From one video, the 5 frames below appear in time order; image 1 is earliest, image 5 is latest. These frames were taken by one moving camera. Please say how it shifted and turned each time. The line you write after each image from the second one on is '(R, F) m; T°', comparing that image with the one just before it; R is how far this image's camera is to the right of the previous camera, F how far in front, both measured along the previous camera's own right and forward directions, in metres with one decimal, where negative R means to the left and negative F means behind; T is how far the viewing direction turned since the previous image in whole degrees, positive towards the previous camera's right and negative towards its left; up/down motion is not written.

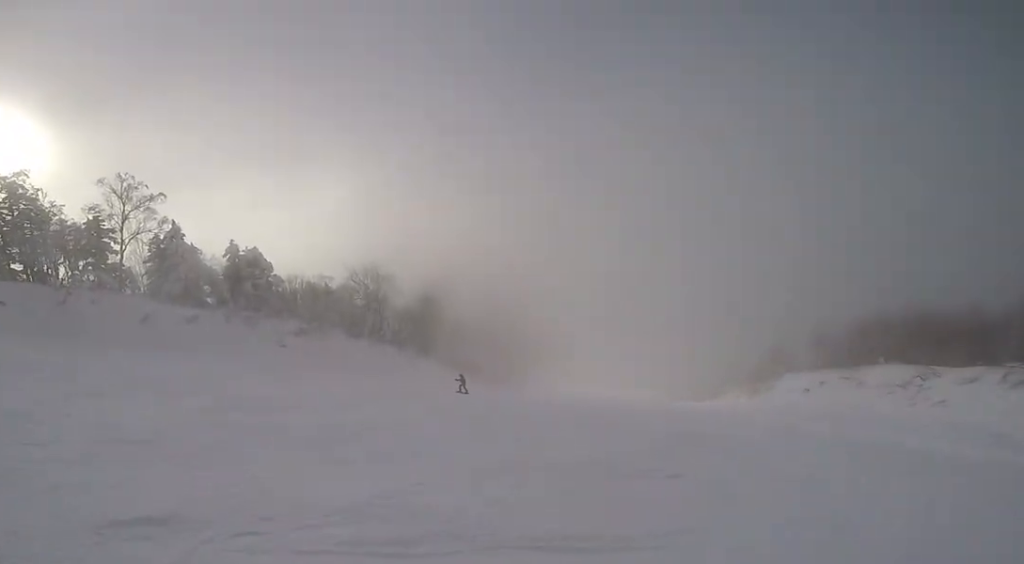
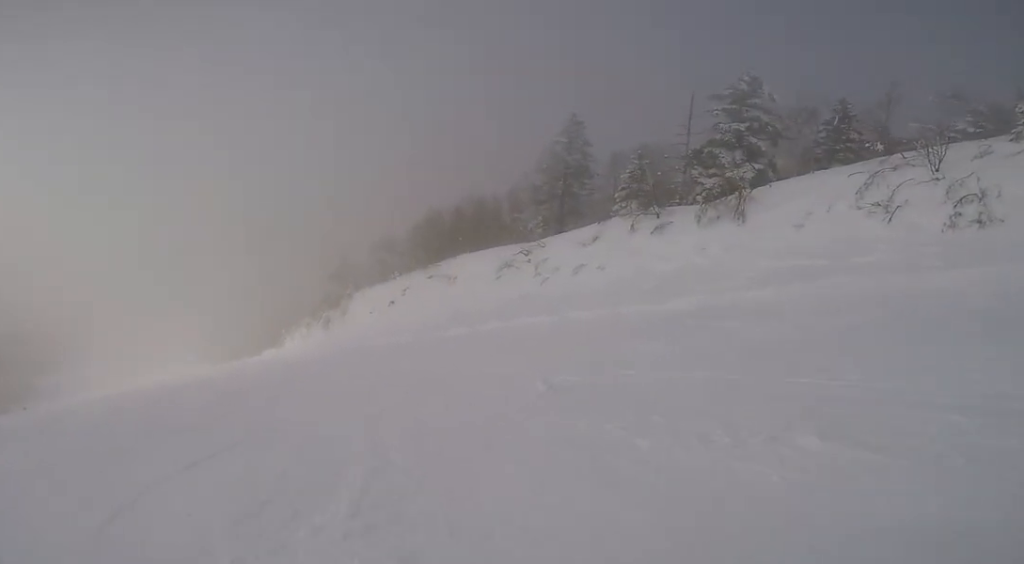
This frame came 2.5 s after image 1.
(+5.2, +13.5) m; +35°
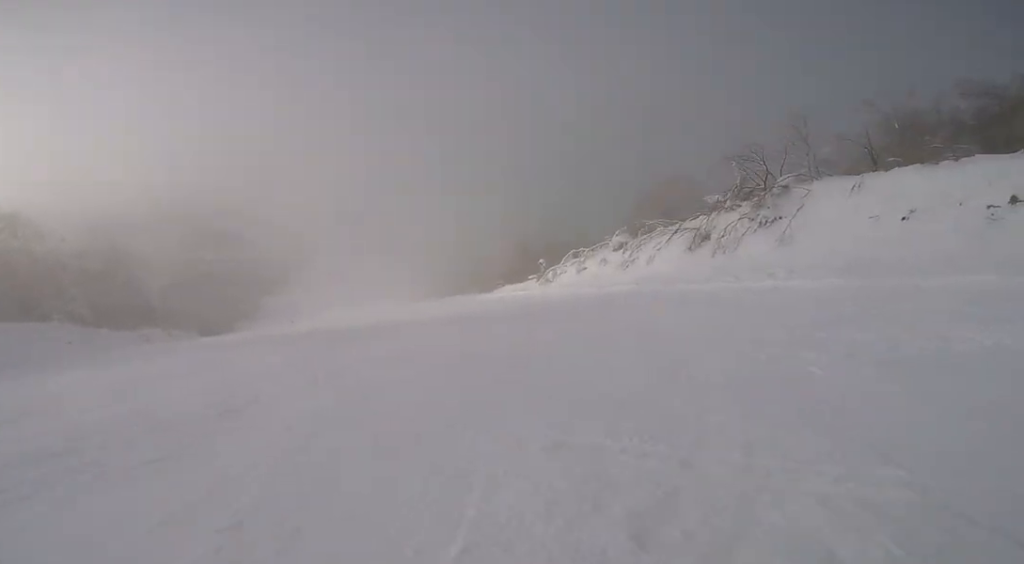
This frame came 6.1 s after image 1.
(-6.5, +20.4) m; -15°
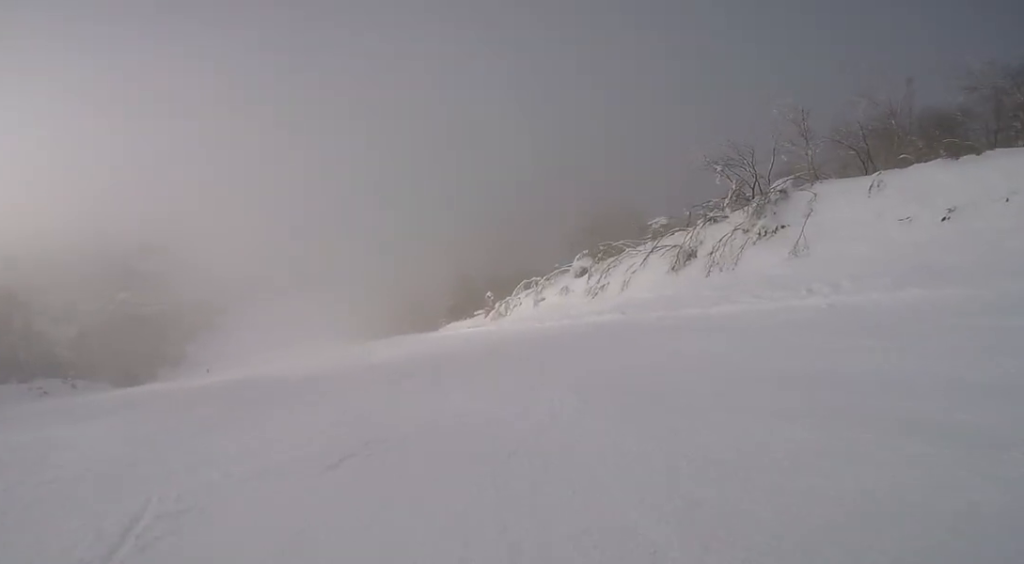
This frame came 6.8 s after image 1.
(+0.1, +4.3) m; +2°
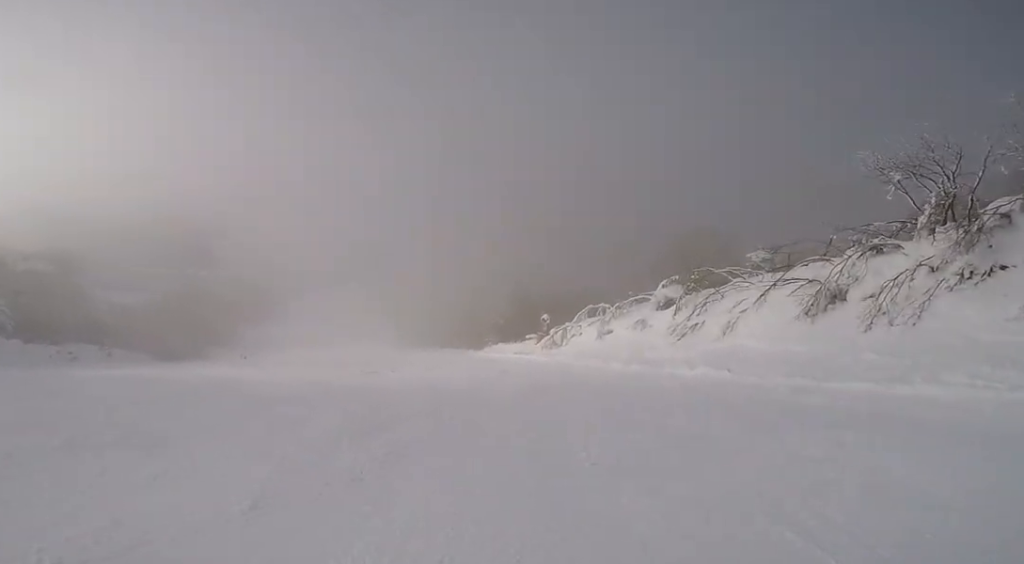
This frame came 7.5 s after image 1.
(+0.1, +5.2) m; -1°
